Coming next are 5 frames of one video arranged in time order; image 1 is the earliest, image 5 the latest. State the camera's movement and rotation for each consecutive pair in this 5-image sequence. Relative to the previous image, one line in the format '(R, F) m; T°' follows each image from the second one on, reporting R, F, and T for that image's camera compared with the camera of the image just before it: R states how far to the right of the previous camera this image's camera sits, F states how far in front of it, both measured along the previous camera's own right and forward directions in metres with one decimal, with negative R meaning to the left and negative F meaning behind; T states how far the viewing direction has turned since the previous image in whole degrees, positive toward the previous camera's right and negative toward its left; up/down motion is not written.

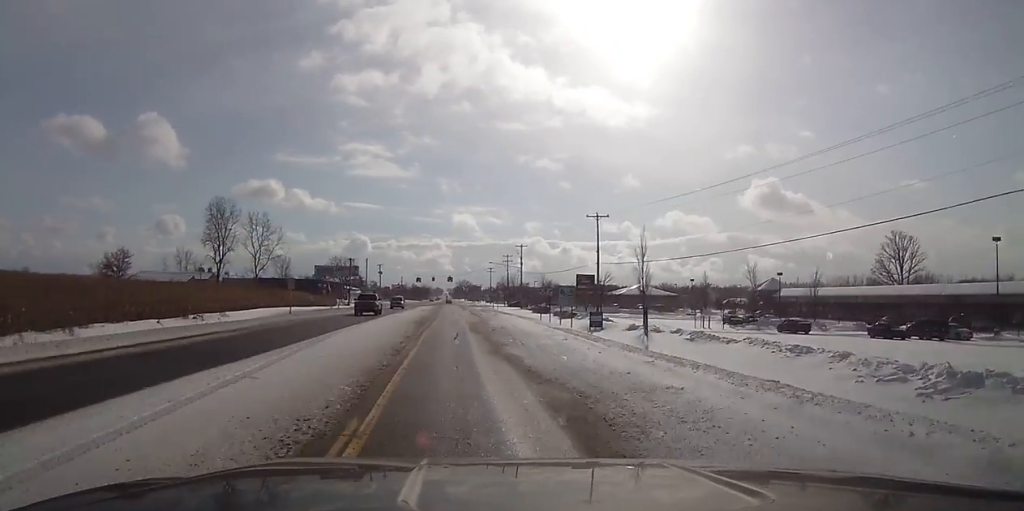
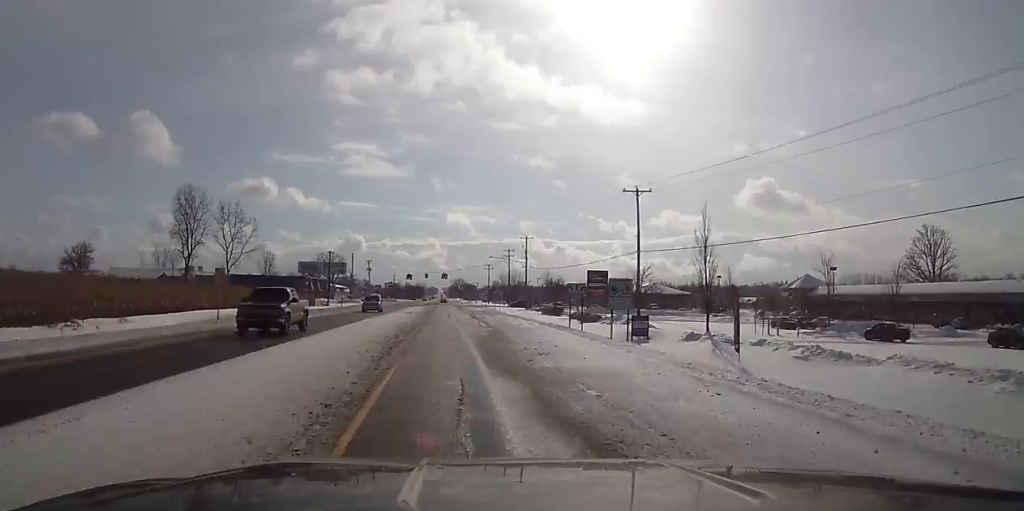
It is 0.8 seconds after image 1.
(0.0, +17.2) m; 0°
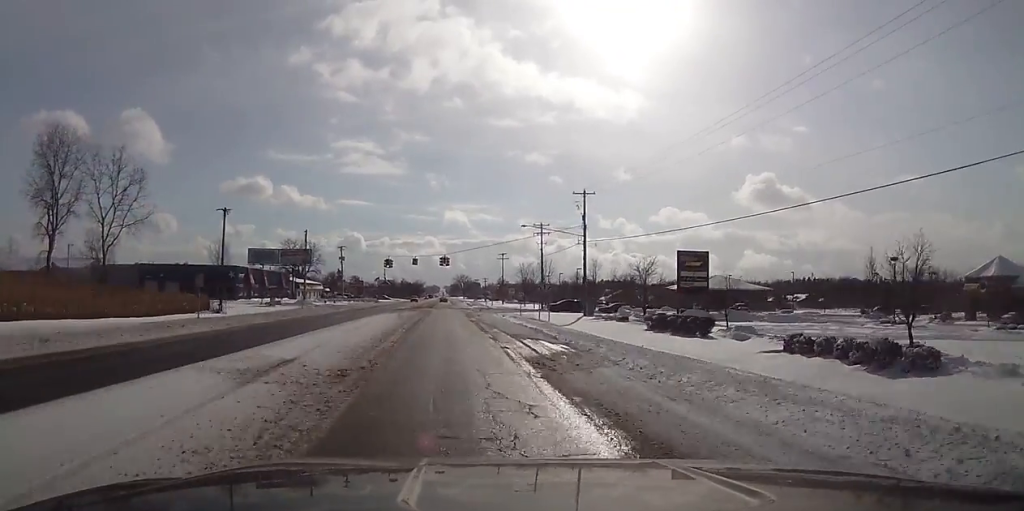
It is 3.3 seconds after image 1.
(+0.6, +53.5) m; +1°
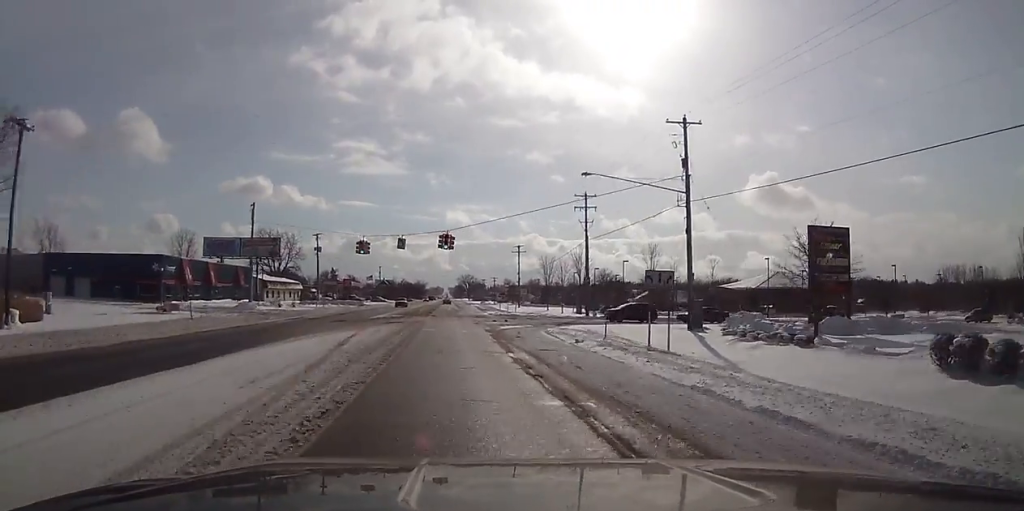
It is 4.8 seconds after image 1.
(-0.4, +30.8) m; -2°
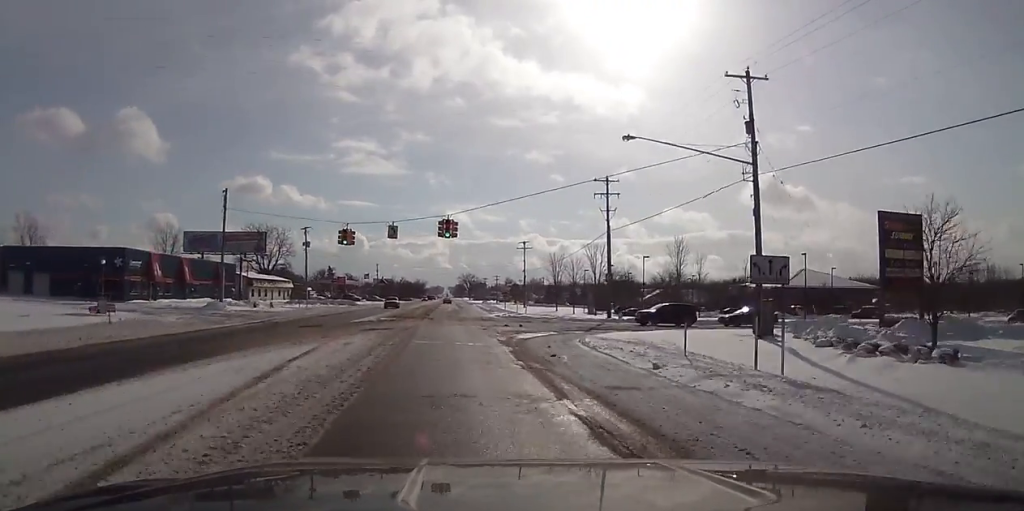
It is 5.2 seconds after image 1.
(-0.2, +9.7) m; 0°
